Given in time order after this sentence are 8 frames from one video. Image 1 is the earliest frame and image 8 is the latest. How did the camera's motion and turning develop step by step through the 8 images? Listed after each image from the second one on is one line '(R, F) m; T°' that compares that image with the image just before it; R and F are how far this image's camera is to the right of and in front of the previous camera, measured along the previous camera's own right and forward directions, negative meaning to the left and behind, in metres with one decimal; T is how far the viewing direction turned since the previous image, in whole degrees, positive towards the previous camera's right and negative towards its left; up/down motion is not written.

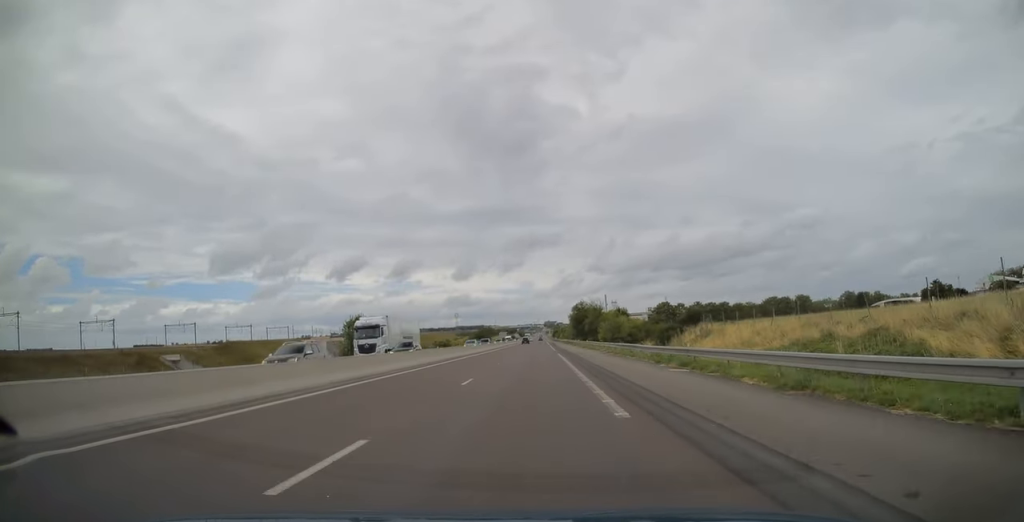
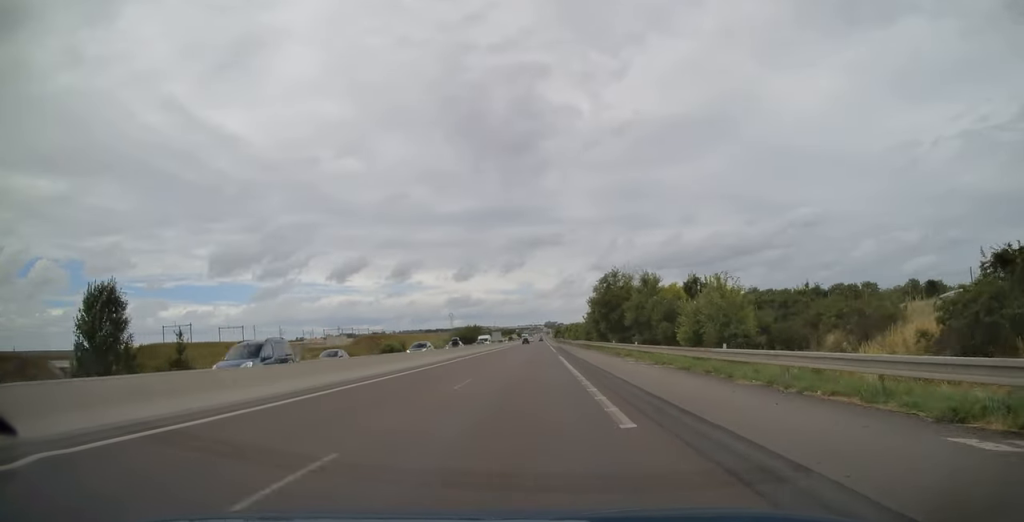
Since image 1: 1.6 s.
(0.0, +52.8) m; 0°
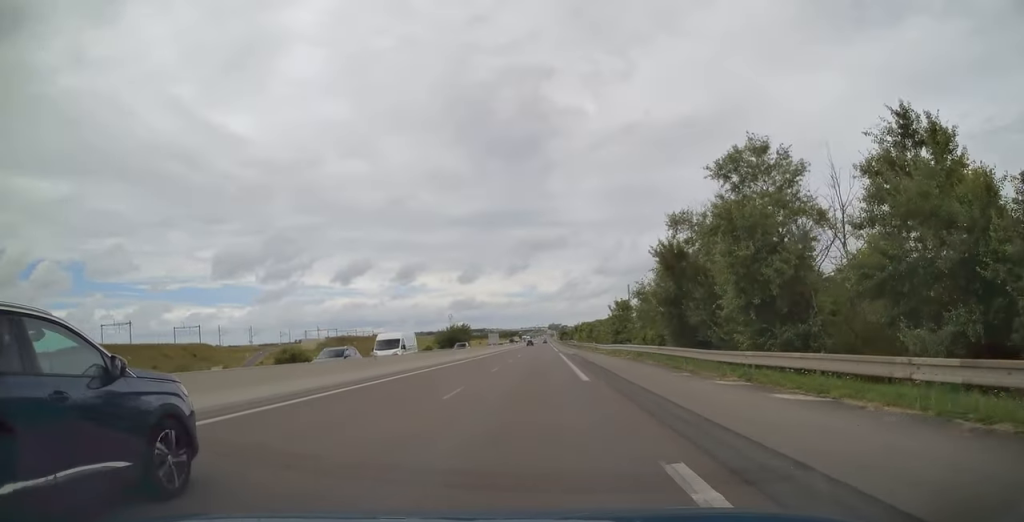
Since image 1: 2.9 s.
(0.0, +41.4) m; 0°
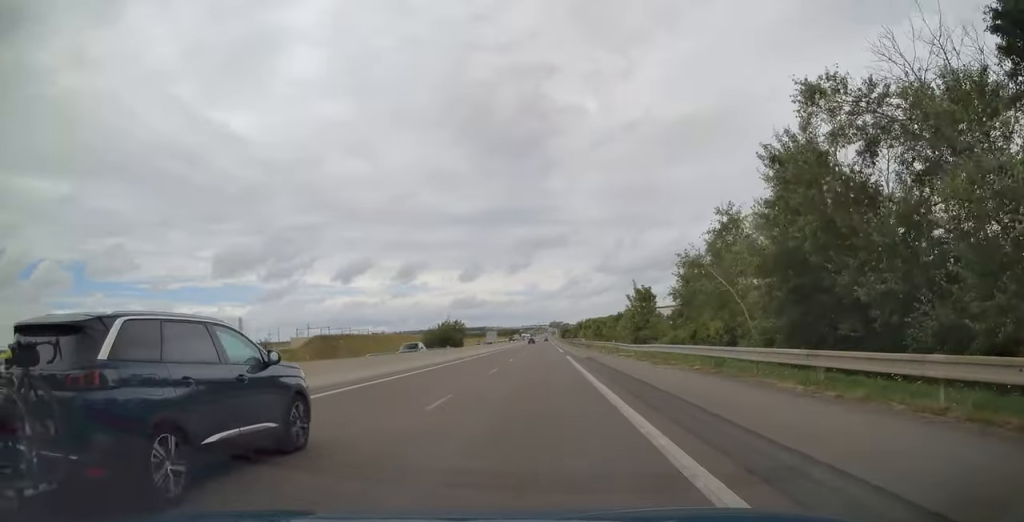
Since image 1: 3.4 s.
(0.0, +16.1) m; 0°
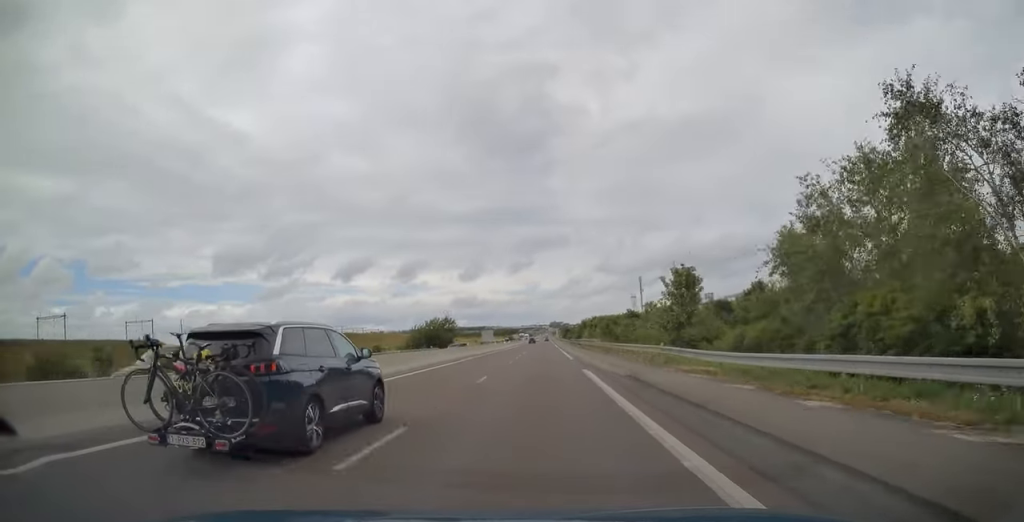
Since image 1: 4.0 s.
(0.0, +17.7) m; 0°
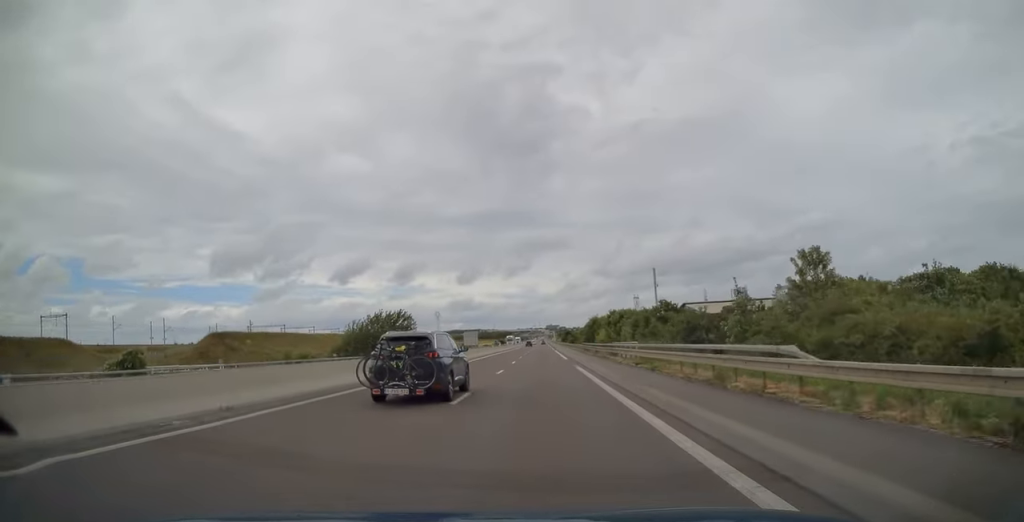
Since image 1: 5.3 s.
(-0.1, +44.4) m; 0°
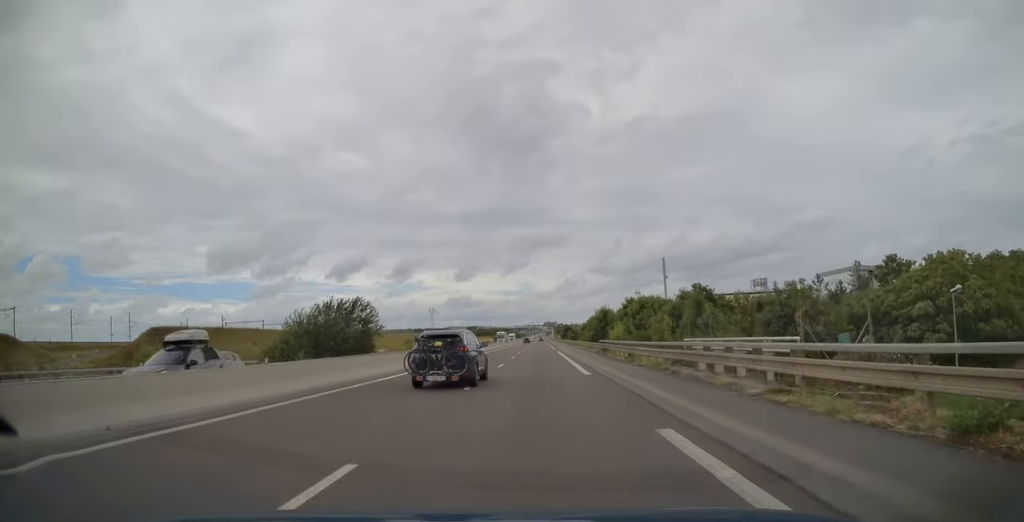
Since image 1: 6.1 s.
(+0.1, +22.5) m; 0°
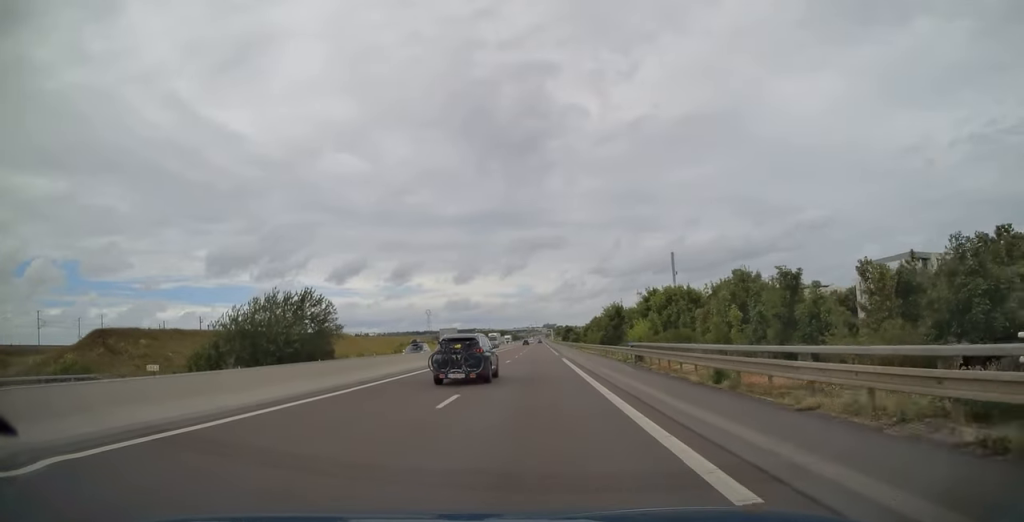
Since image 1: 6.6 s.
(0.0, +16.6) m; 0°
